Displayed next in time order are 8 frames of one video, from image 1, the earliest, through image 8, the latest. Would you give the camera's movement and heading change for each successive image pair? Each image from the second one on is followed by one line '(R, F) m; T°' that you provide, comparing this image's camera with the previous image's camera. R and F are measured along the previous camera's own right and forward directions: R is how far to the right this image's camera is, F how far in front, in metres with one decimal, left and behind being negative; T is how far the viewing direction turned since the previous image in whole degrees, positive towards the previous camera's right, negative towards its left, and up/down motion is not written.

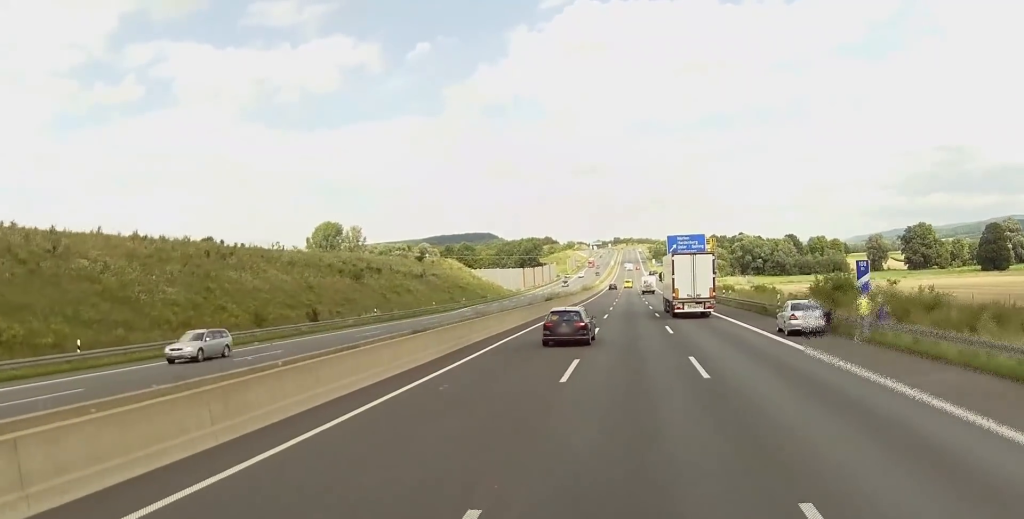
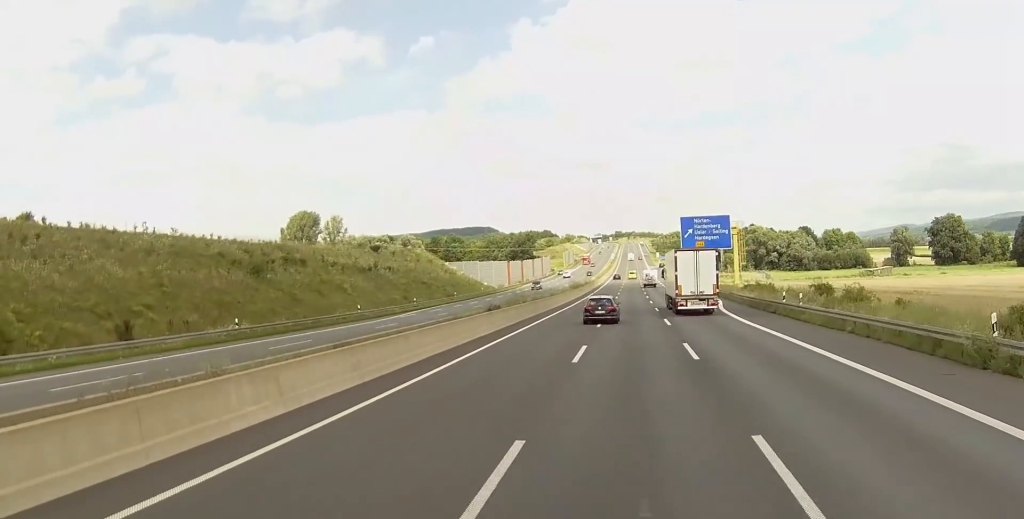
(-0.2, +31.9) m; 0°
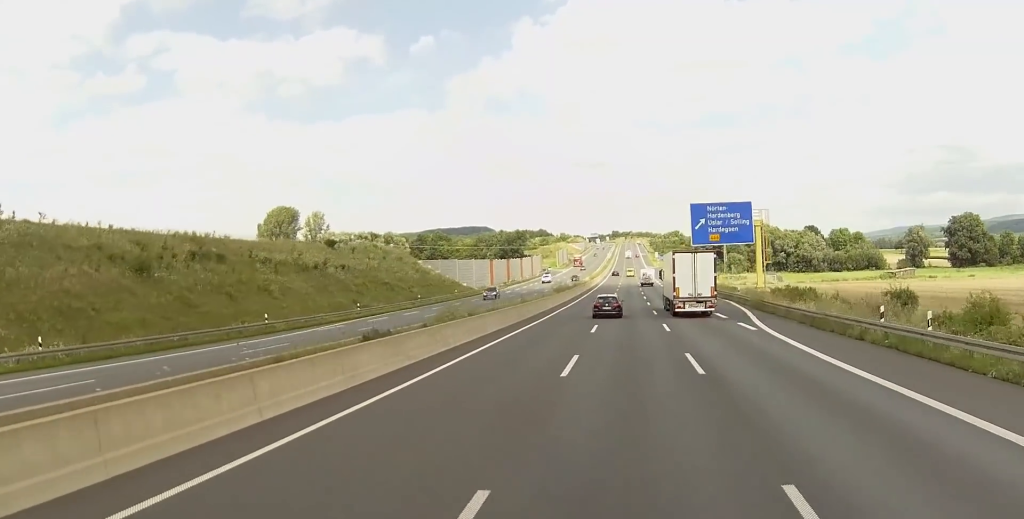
(0.0, +20.7) m; 0°
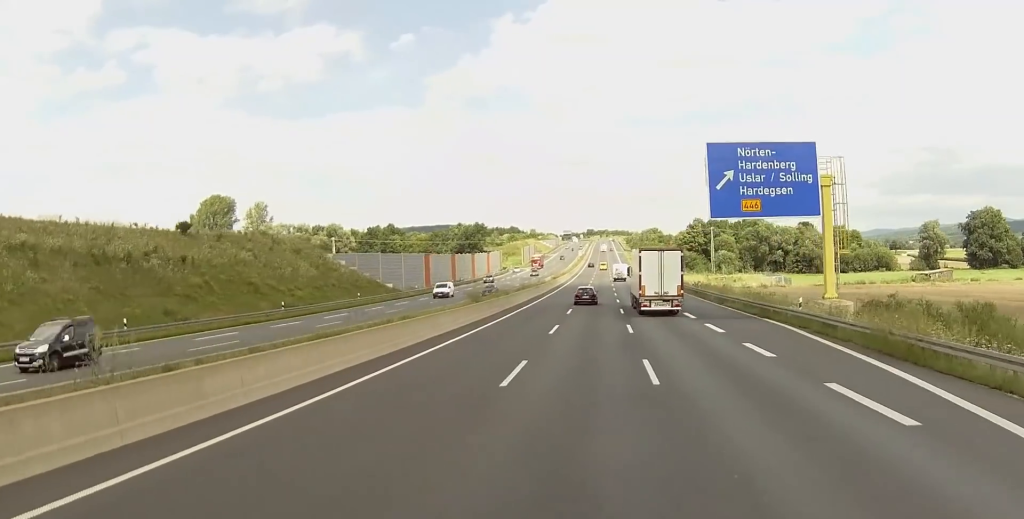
(+0.1, +37.6) m; 0°
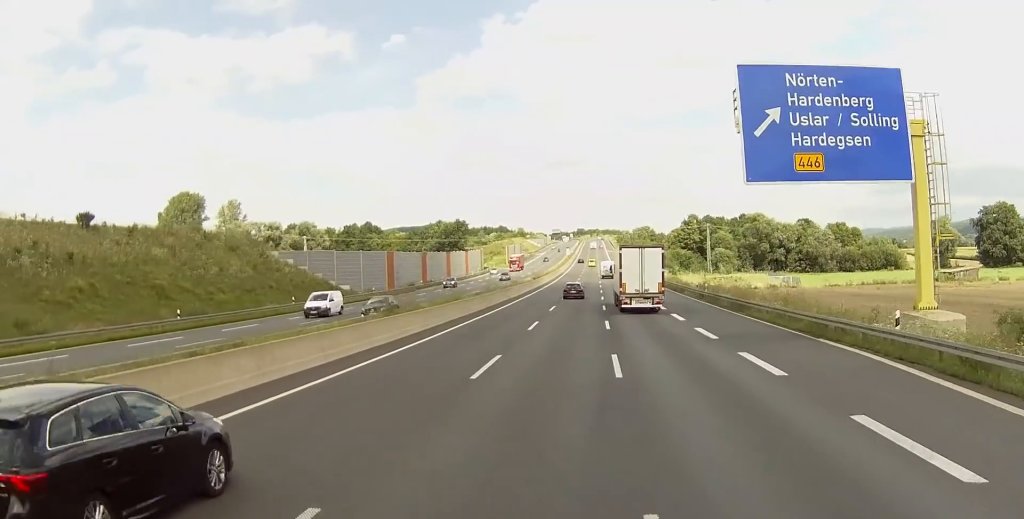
(0.0, +16.9) m; 0°
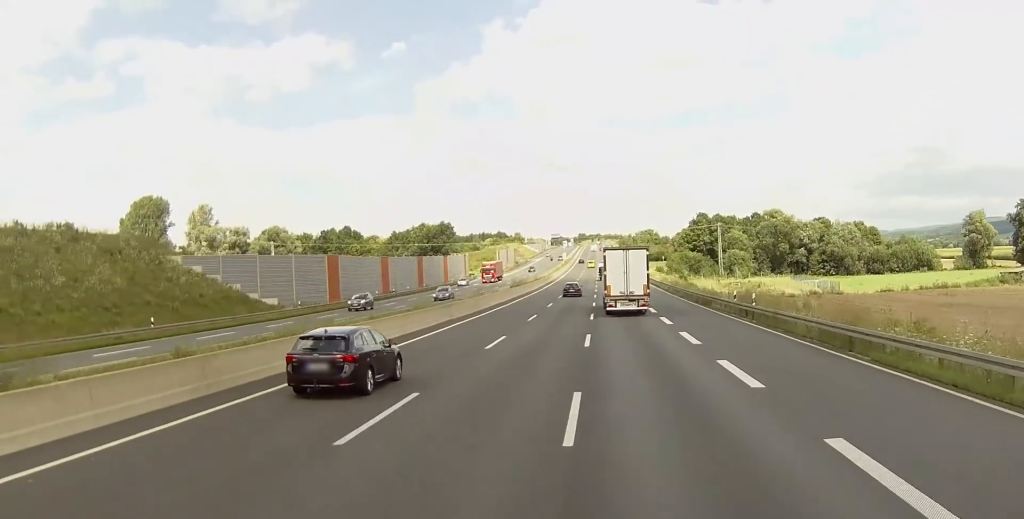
(+0.4, +25.9) m; +1°
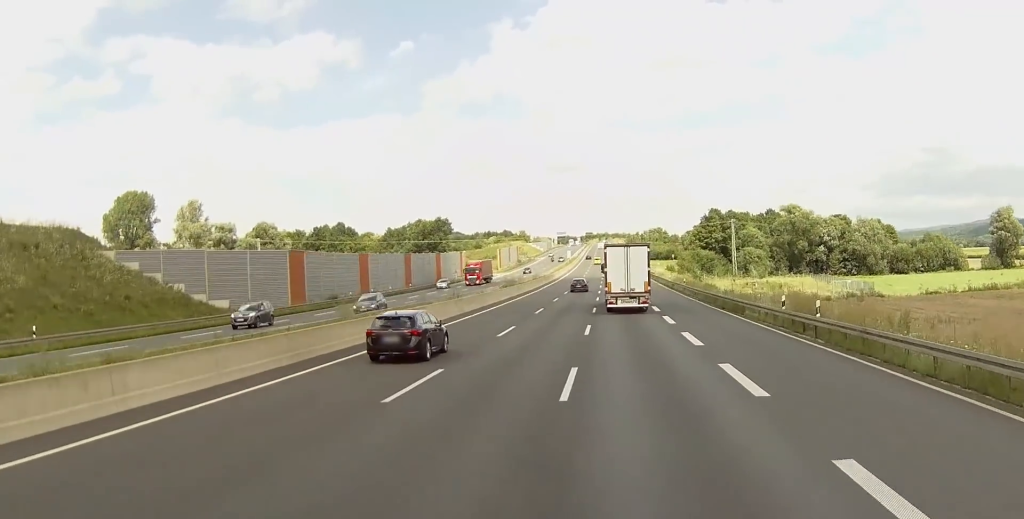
(+0.1, +13.8) m; 0°
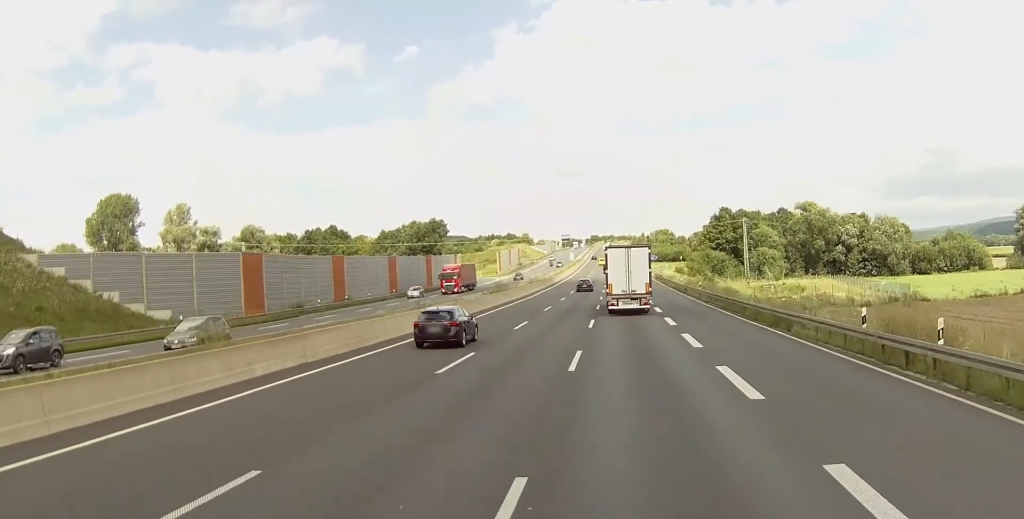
(0.0, +12.2) m; 0°
